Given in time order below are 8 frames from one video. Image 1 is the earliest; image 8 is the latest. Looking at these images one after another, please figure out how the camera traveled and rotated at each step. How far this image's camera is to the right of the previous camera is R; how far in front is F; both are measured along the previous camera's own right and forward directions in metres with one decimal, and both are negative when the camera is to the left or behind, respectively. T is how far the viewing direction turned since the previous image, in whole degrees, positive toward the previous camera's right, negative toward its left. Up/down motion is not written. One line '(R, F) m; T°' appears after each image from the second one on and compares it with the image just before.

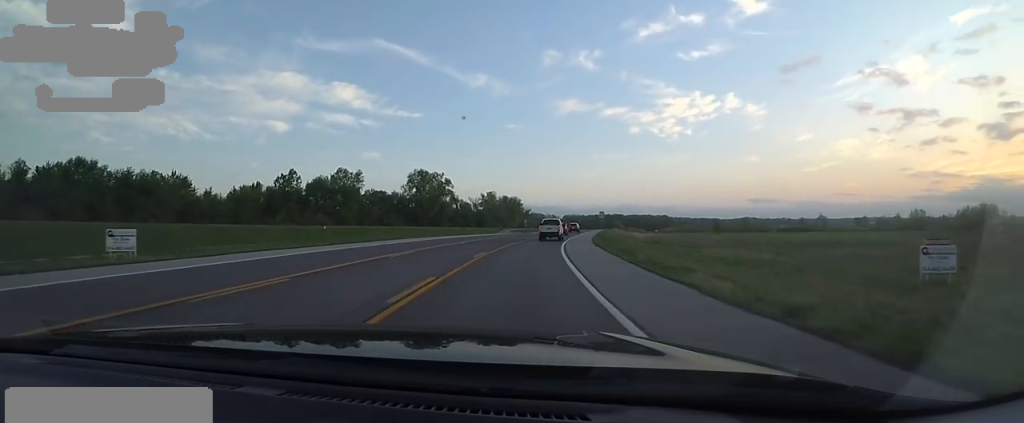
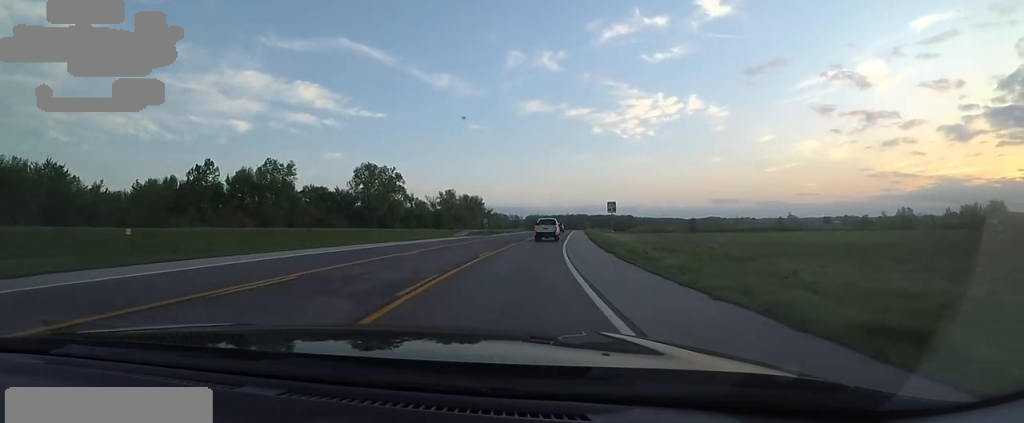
(+0.9, +23.8) m; +7°
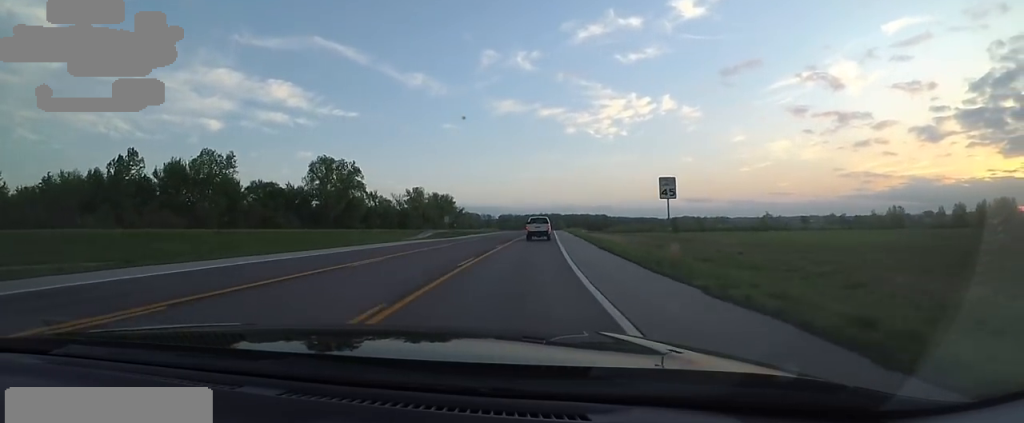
(+1.1, +16.2) m; +4°
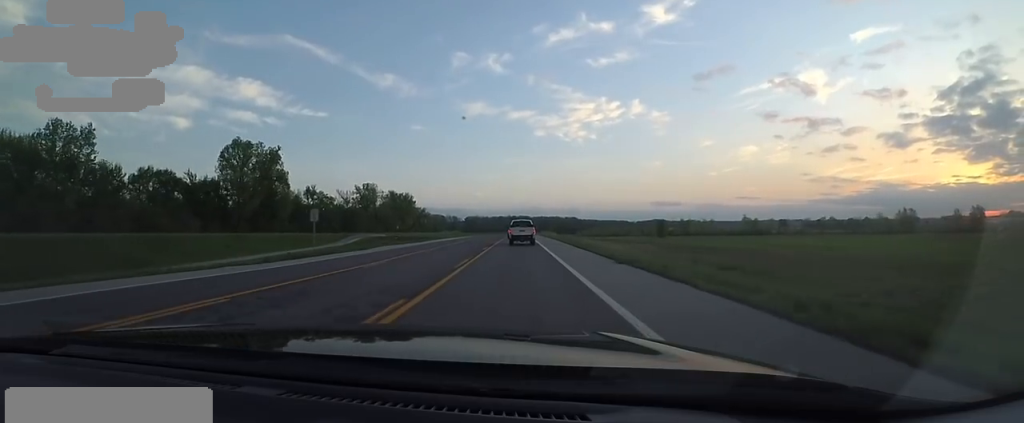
(+0.4, +33.9) m; 0°
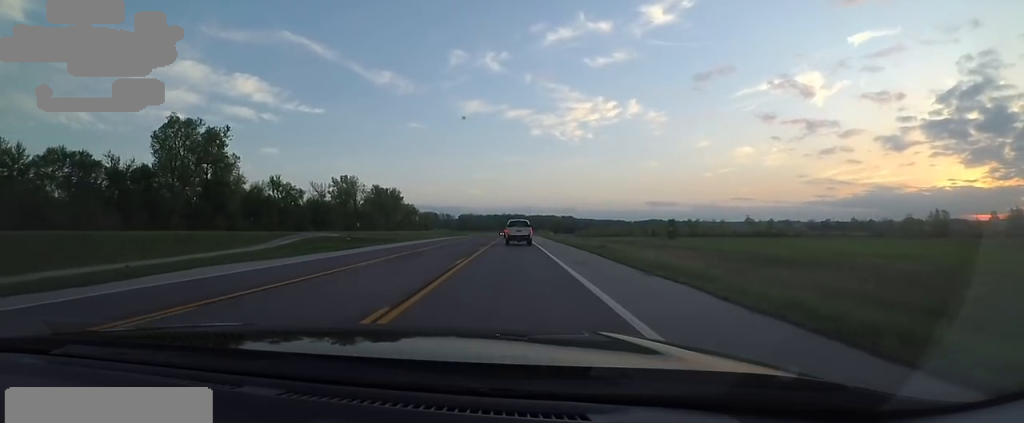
(+0.5, +25.0) m; +2°
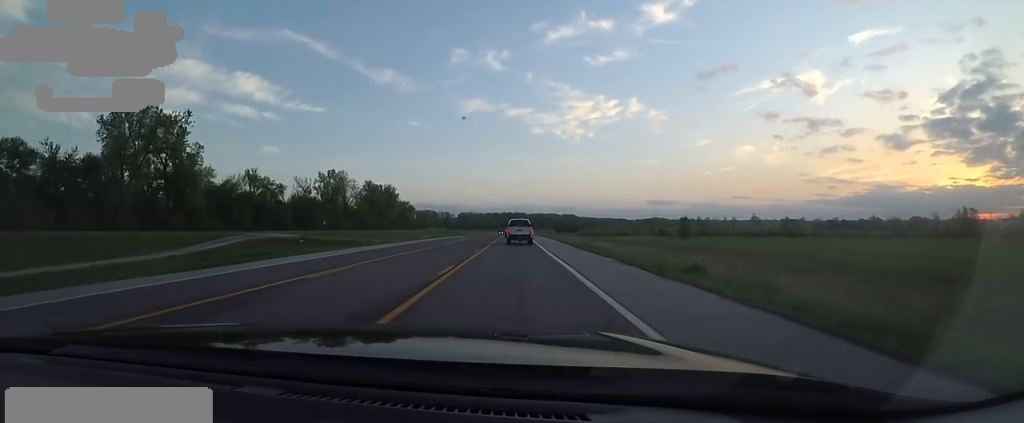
(+0.3, +16.2) m; 0°
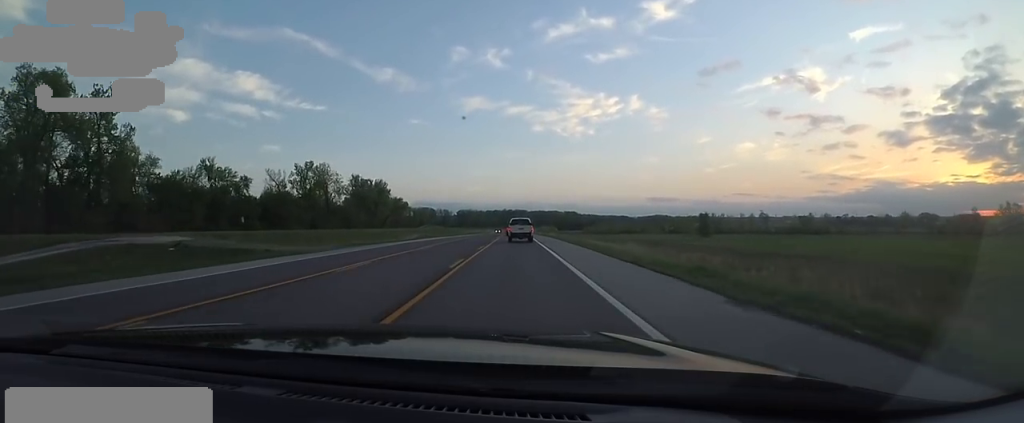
(-0.6, +22.8) m; -2°
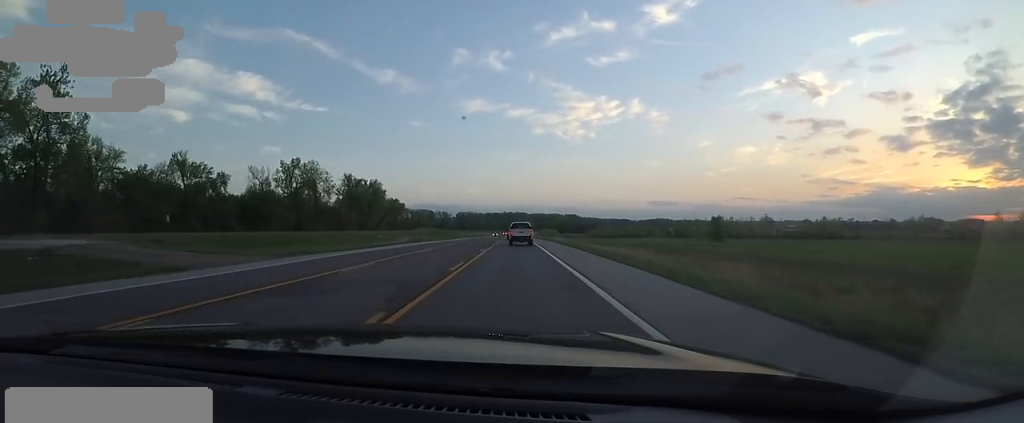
(-0.7, +11.9) m; +1°
